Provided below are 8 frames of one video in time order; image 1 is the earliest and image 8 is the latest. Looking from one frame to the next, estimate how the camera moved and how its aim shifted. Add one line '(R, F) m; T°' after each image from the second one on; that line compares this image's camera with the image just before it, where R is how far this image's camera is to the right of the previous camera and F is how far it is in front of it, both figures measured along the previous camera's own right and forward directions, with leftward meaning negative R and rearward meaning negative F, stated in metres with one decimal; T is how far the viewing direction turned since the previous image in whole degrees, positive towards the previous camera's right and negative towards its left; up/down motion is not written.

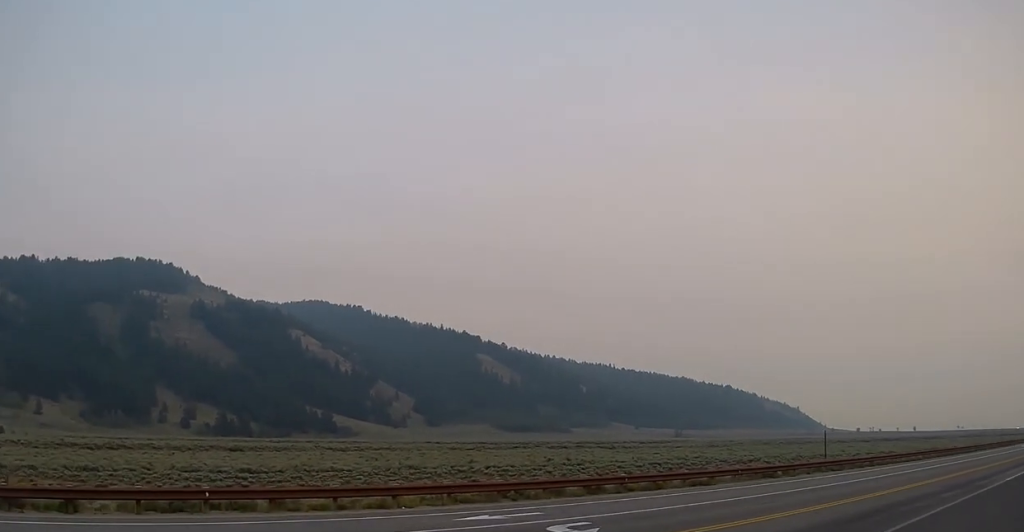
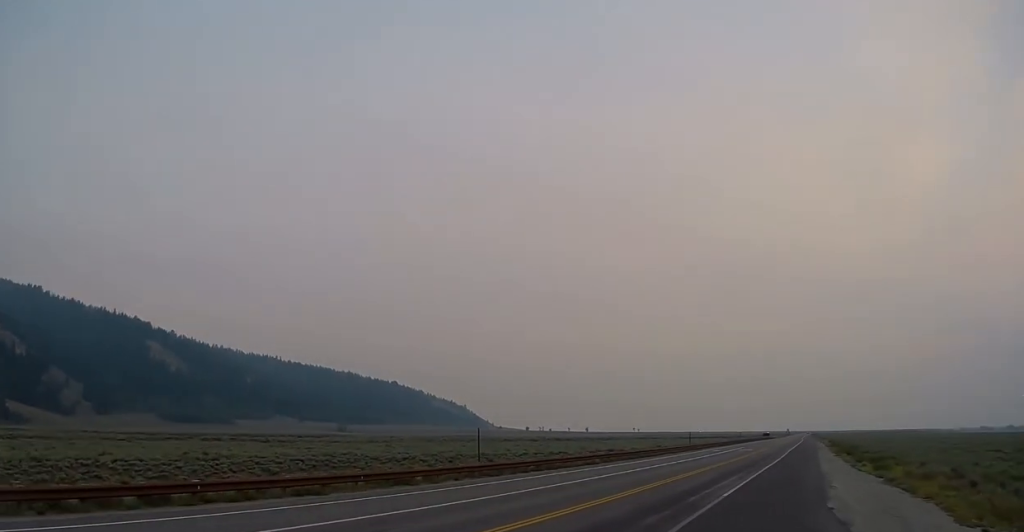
(+0.8, +7.6) m; +12°
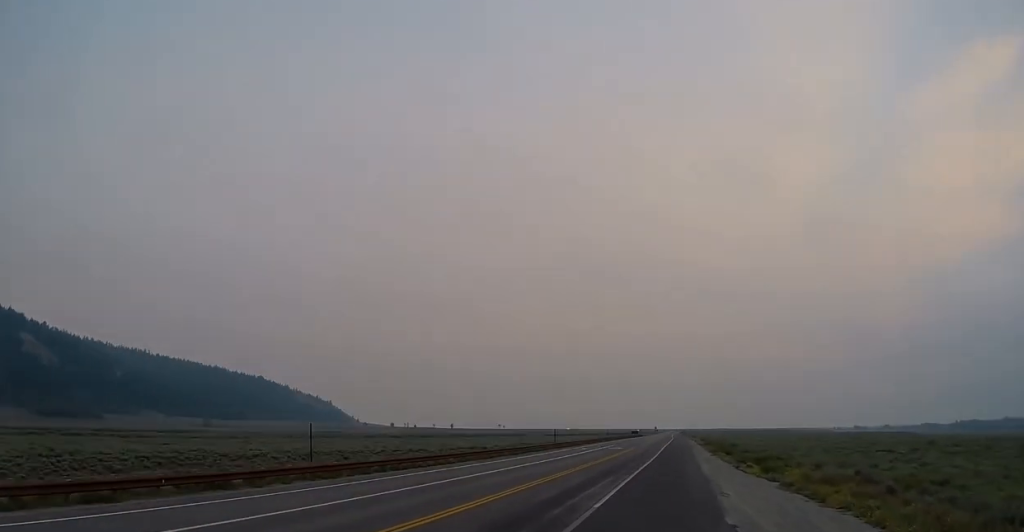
(+0.2, +4.9) m; +6°
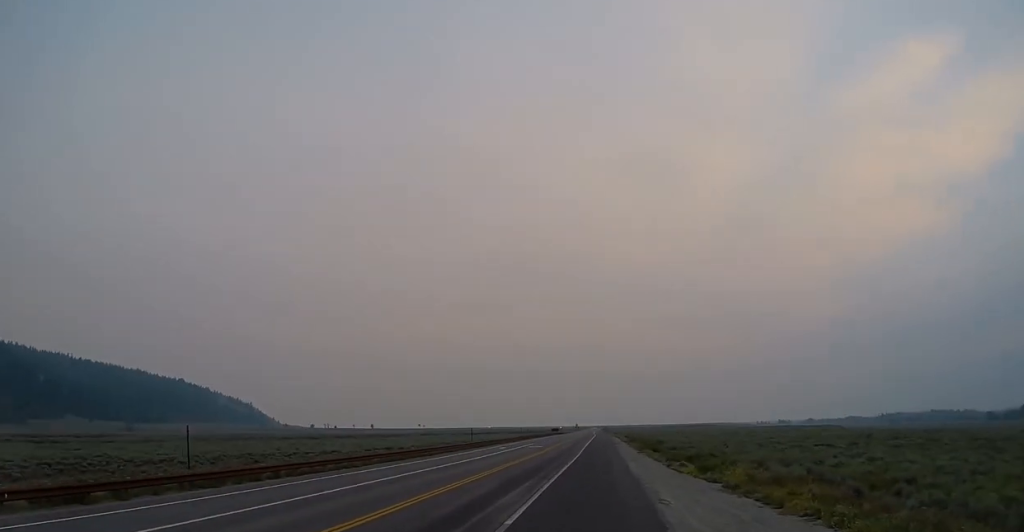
(+0.3, +4.1) m; +3°
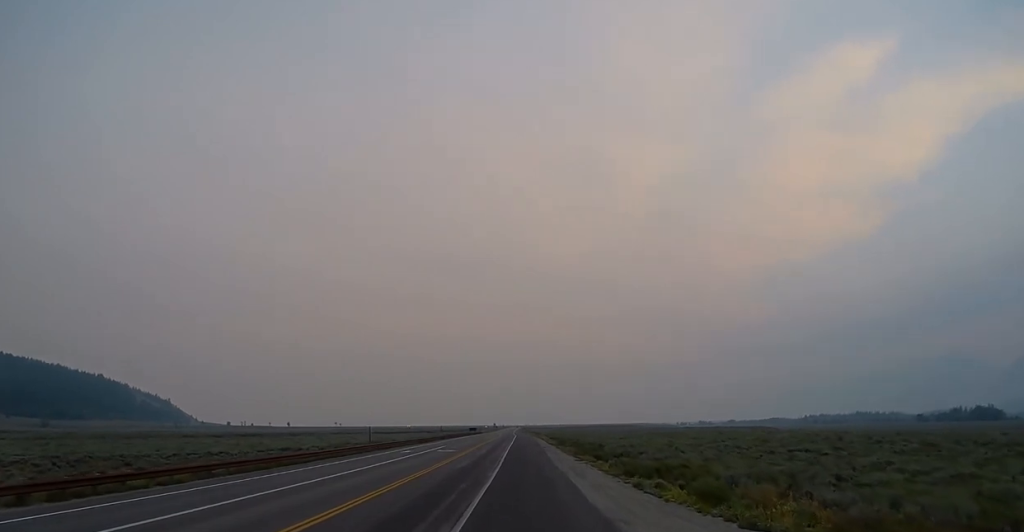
(+0.6, +13.7) m; +3°
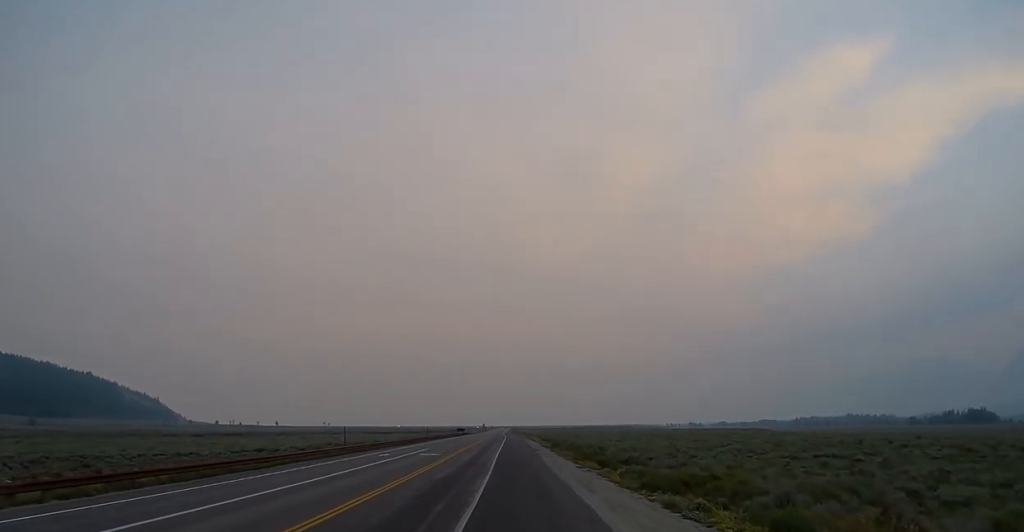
(0.0, +7.0) m; 0°
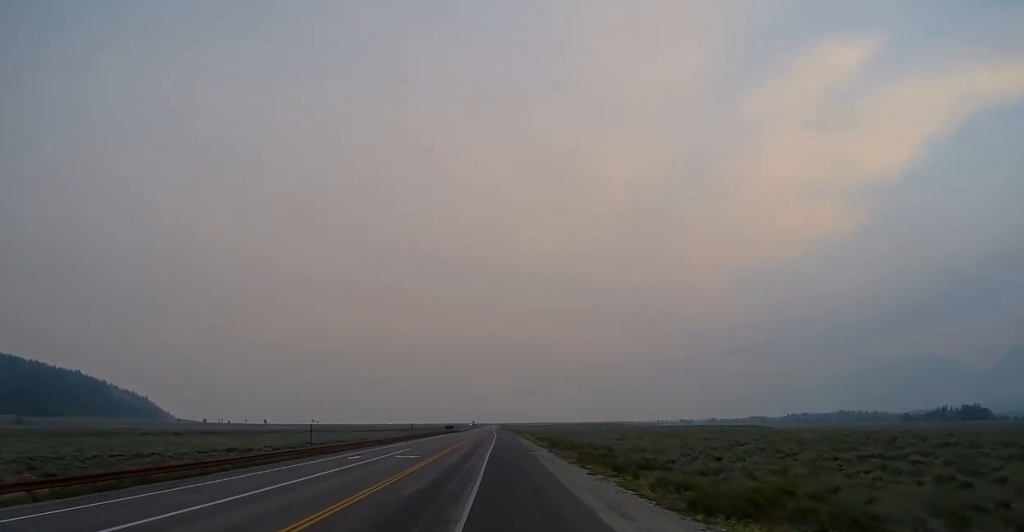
(-0.1, +8.6) m; -1°
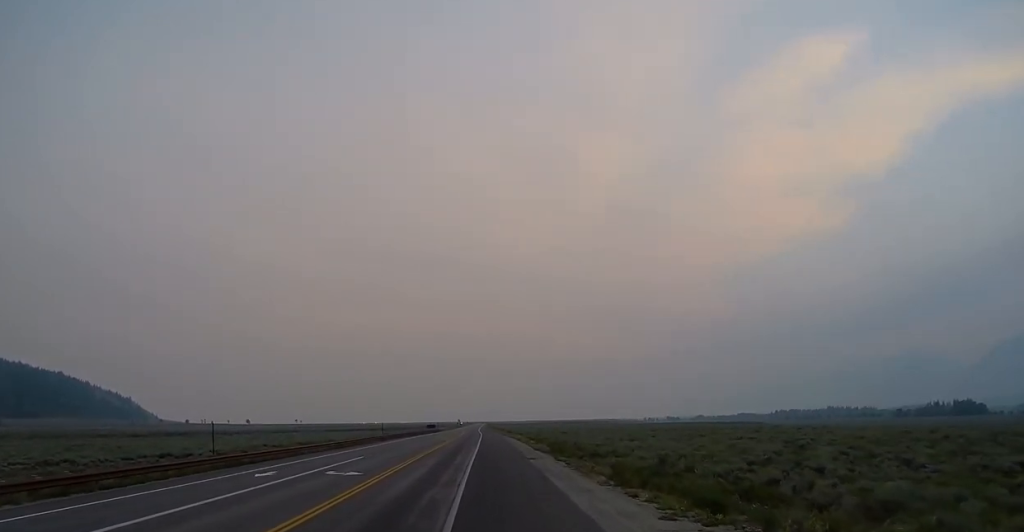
(-0.1, +16.3) m; +1°
